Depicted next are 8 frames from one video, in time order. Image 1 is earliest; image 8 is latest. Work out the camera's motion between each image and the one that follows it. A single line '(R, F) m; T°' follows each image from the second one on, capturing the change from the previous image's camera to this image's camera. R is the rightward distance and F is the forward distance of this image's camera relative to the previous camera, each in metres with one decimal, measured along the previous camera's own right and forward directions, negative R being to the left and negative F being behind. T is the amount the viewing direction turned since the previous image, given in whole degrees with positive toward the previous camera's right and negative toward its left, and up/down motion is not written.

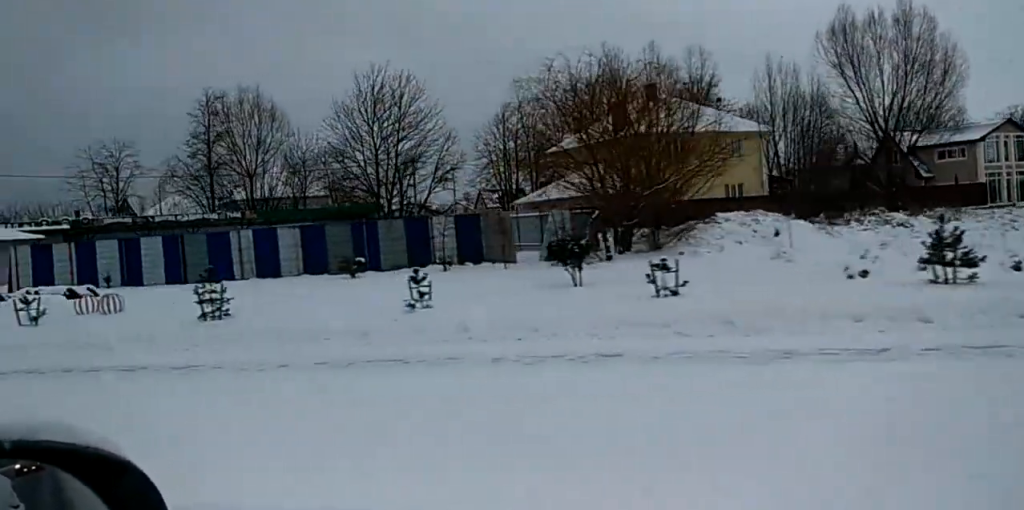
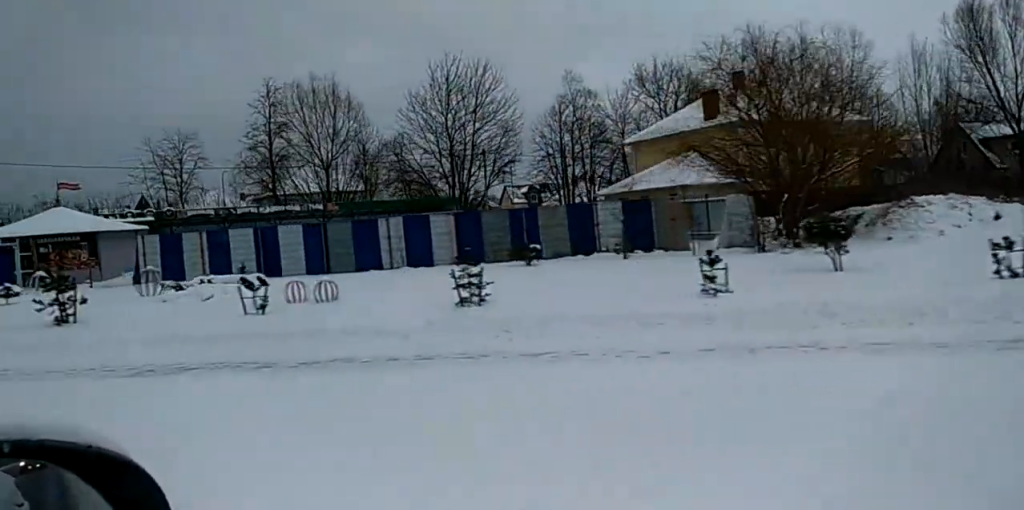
(0.0, +6.1) m; 0°
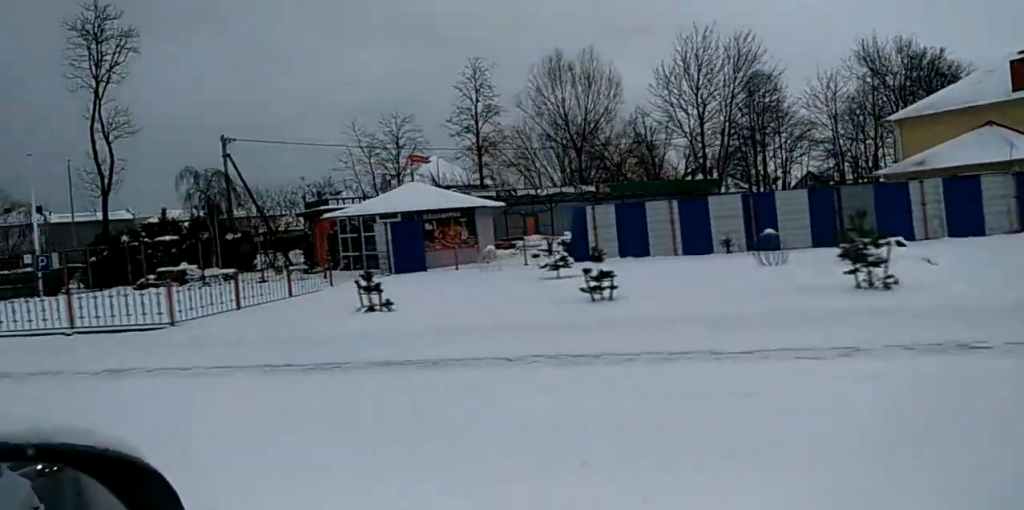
(0.0, +18.1) m; 0°
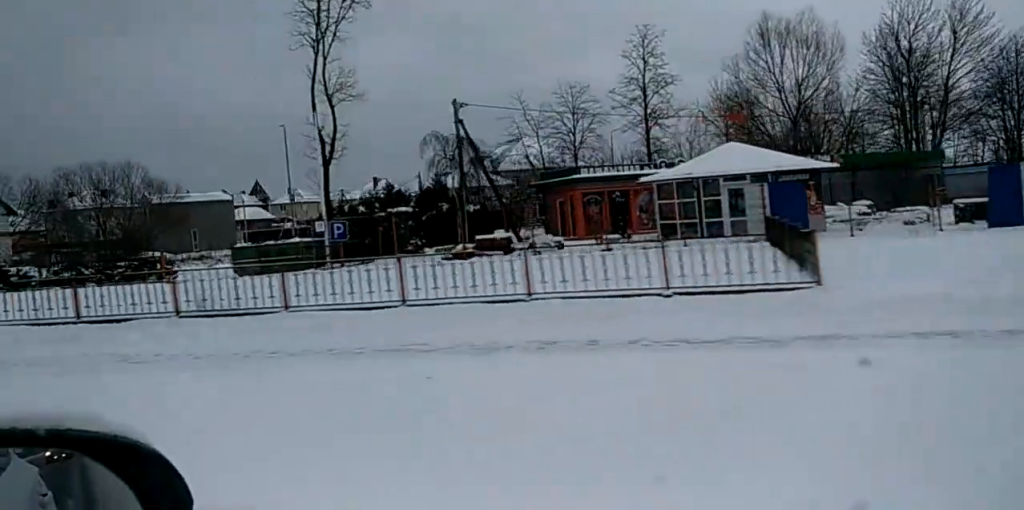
(0.0, +13.2) m; -1°
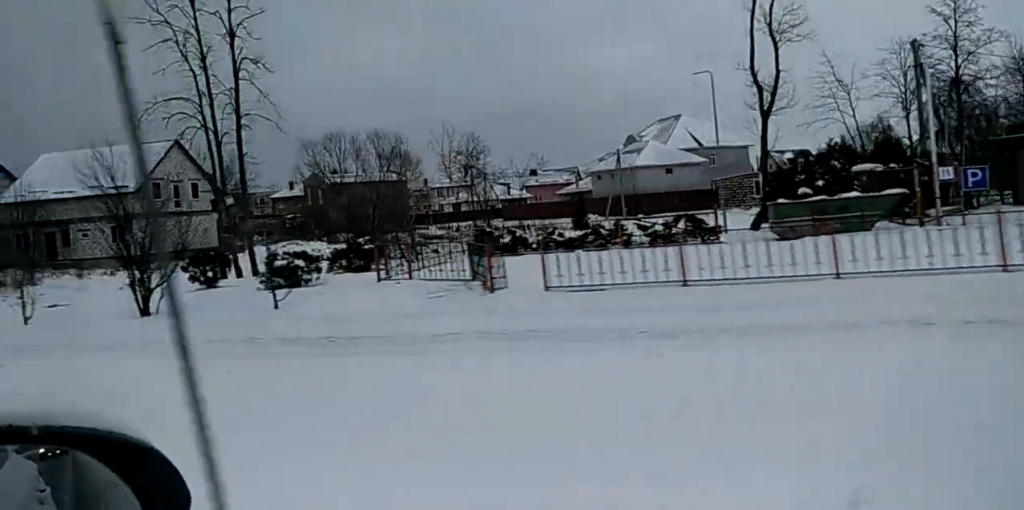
(+0.1, +21.5) m; +1°
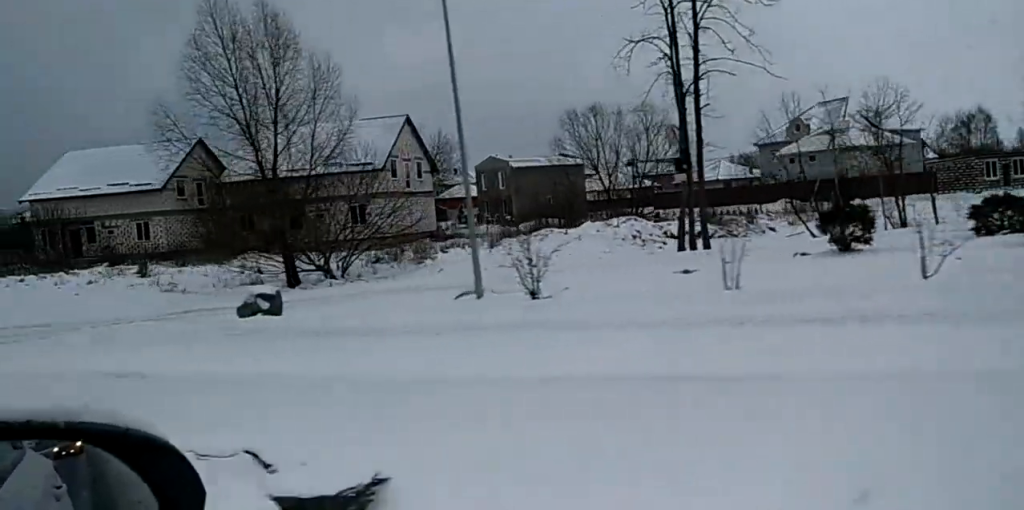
(+0.2, +19.1) m; +1°
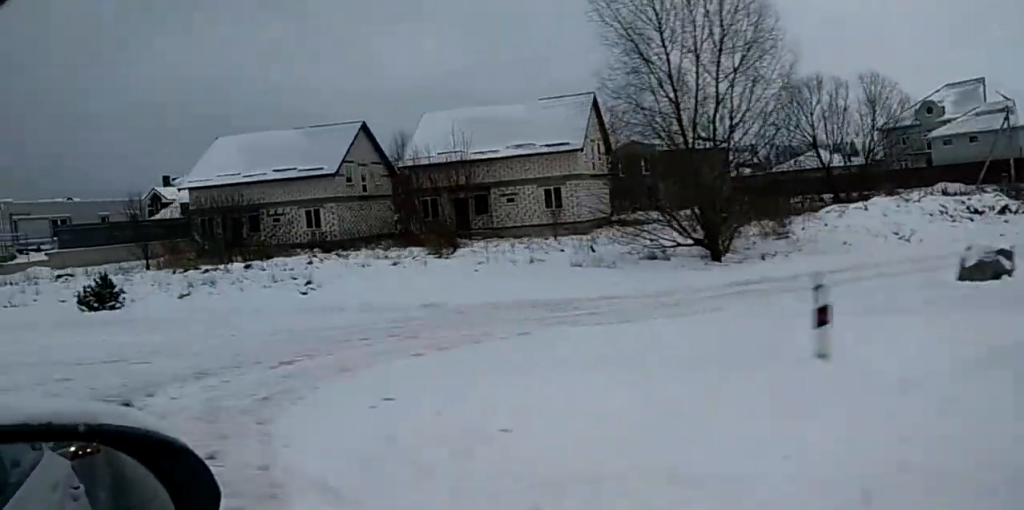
(0.0, +13.1) m; +2°
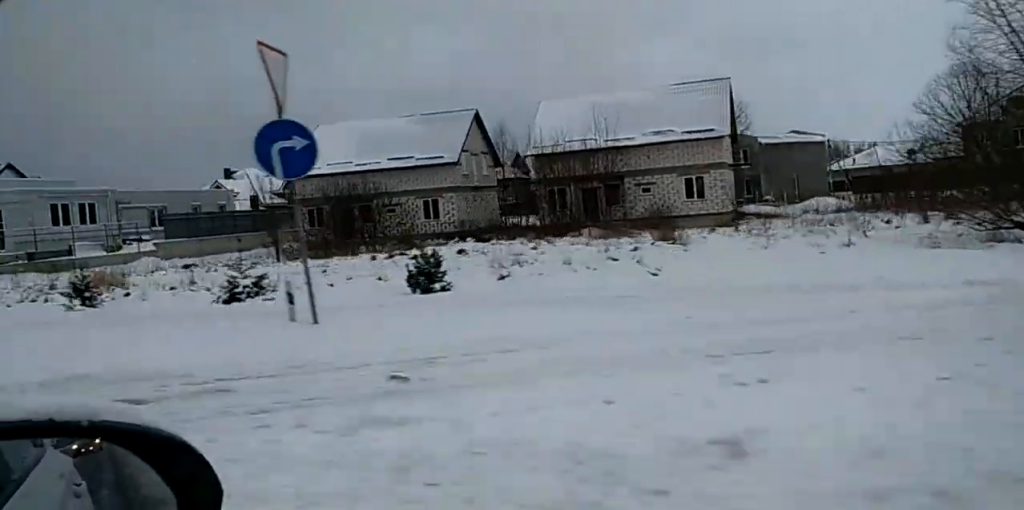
(+0.1, +8.9) m; +1°
